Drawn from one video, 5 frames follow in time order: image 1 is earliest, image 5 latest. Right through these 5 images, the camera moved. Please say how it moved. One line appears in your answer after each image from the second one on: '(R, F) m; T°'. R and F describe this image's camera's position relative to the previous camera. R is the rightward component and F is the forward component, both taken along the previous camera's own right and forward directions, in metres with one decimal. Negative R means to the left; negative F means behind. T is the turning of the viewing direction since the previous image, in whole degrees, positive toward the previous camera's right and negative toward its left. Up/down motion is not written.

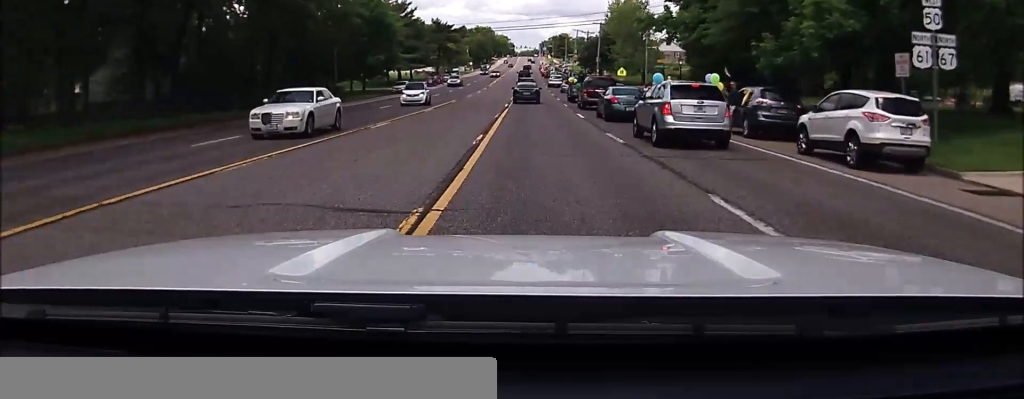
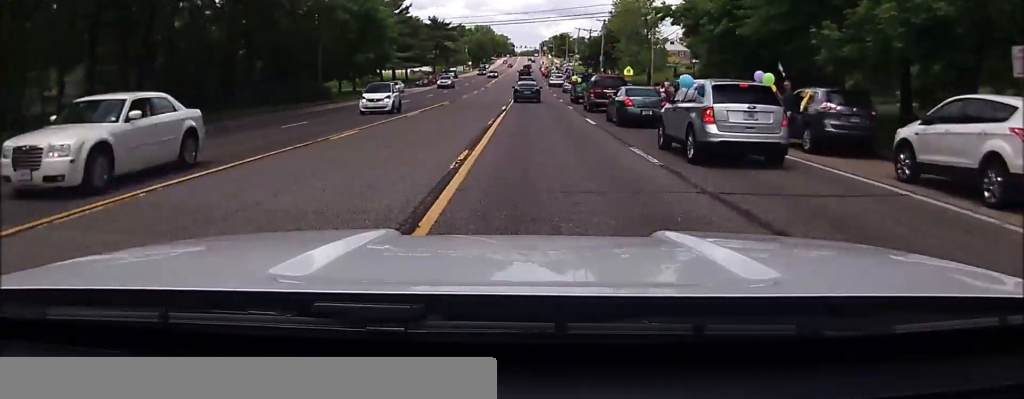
(0.0, +4.8) m; 0°
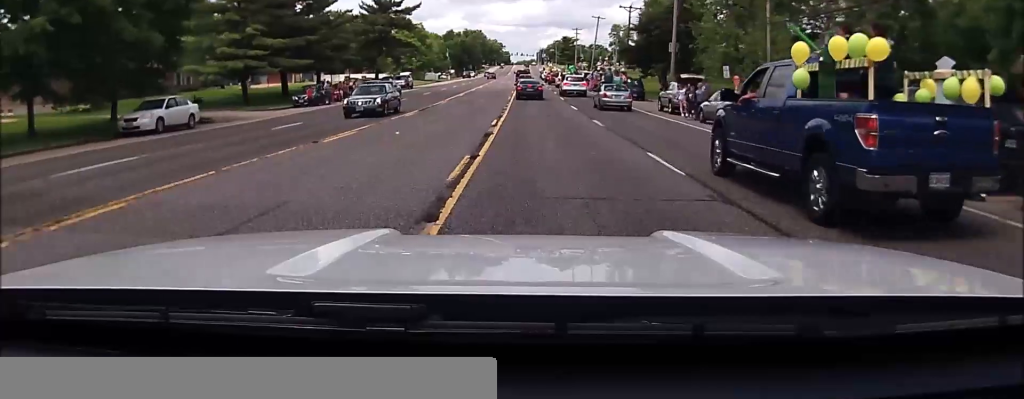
(-0.6, +48.9) m; -1°
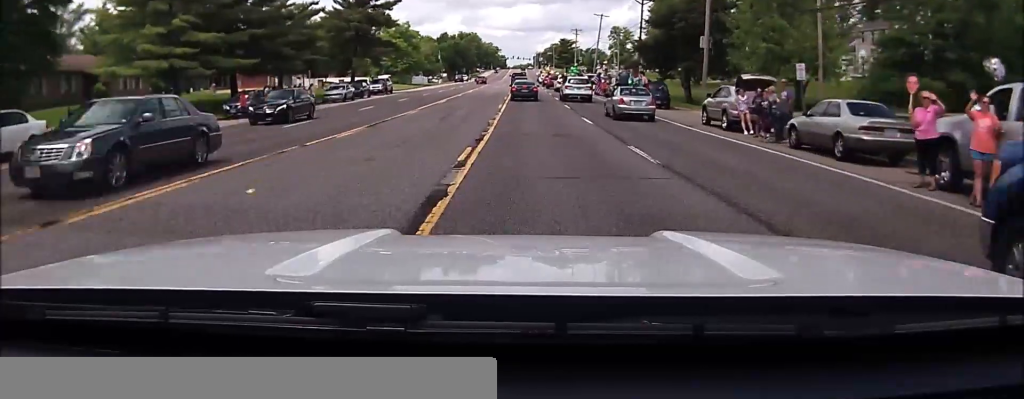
(0.0, +10.1) m; +1°
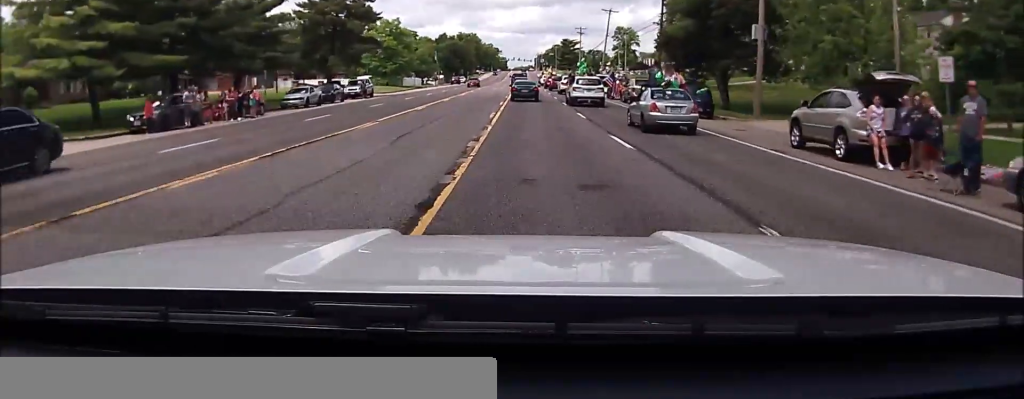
(0.0, +9.3) m; +1°
